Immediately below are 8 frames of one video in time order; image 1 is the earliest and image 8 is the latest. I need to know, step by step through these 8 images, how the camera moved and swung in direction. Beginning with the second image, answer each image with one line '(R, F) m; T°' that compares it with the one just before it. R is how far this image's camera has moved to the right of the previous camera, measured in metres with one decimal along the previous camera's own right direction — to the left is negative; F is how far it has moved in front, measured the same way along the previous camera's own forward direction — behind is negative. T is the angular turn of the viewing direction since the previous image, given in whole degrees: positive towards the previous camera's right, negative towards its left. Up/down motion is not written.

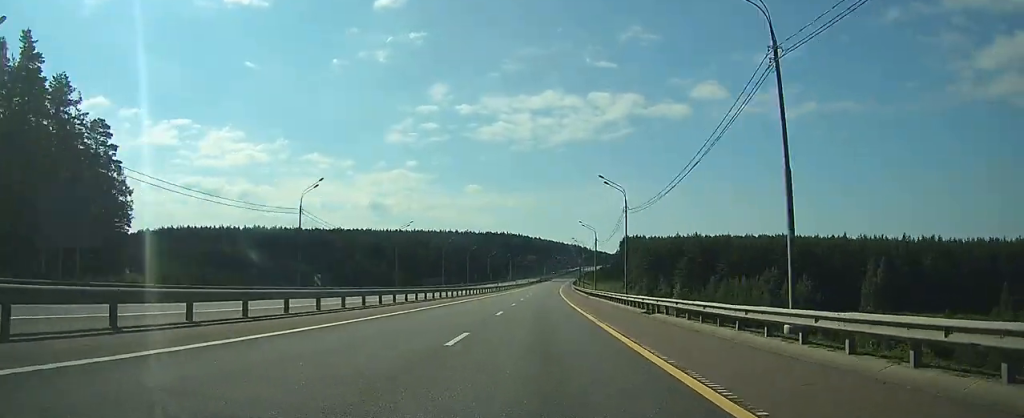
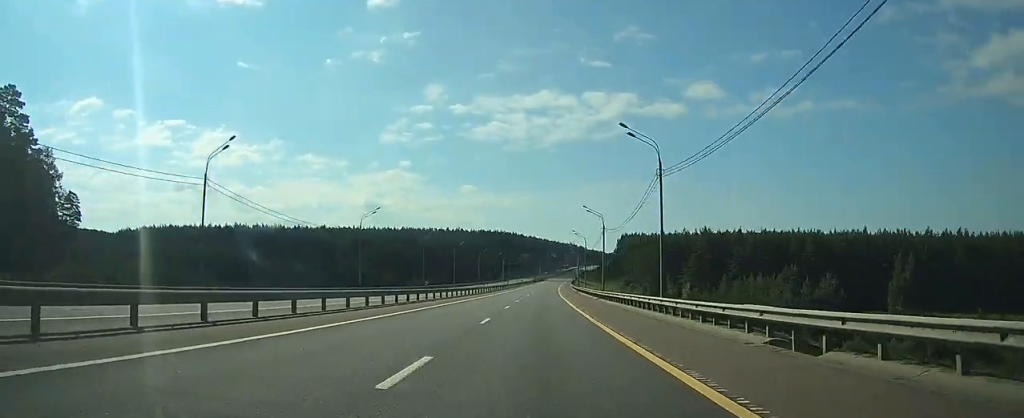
(+0.2, +17.2) m; +1°
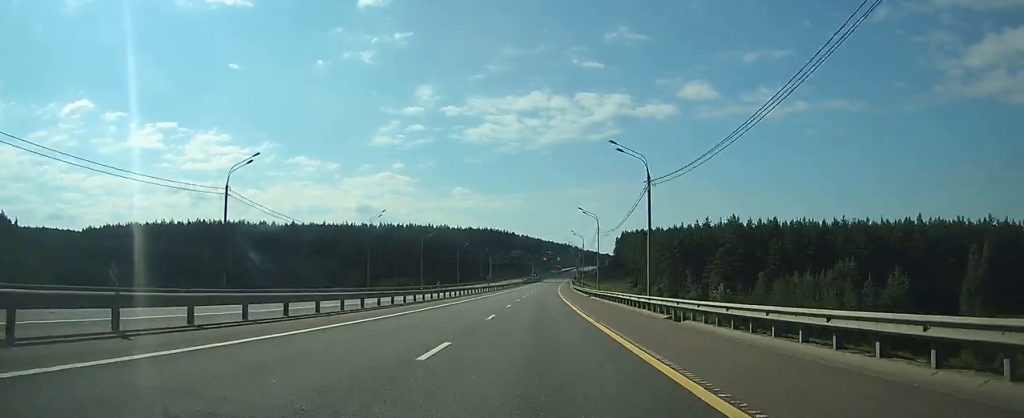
(+0.3, +33.5) m; +1°
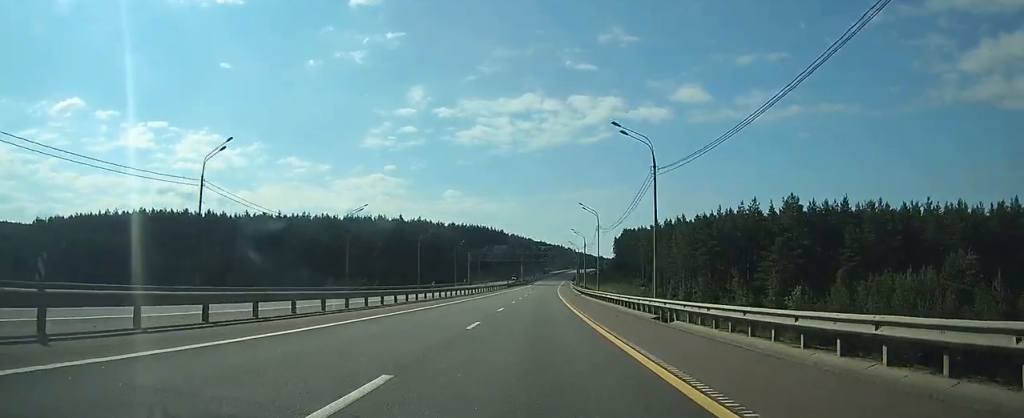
(0.0, +40.6) m; 0°
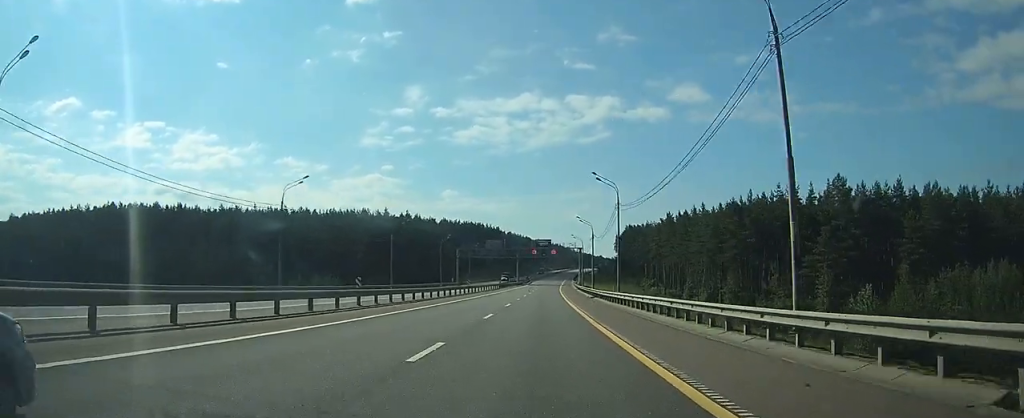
(0.0, +19.3) m; 0°
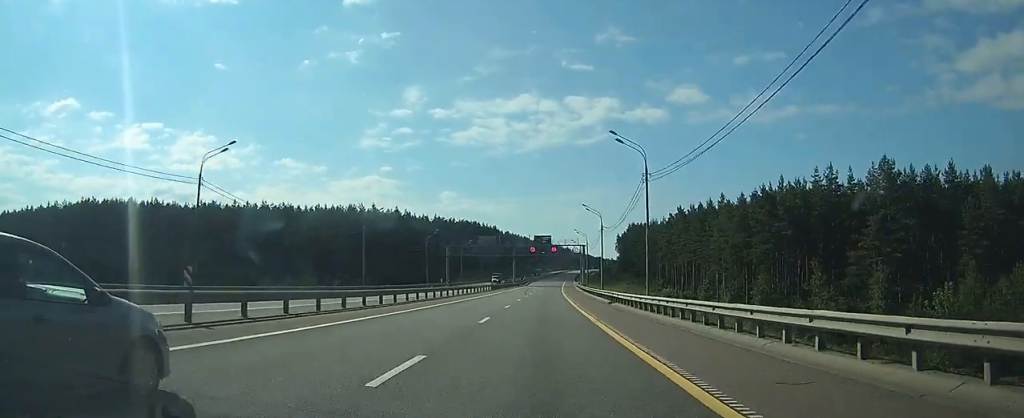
(-0.1, +14.3) m; 0°
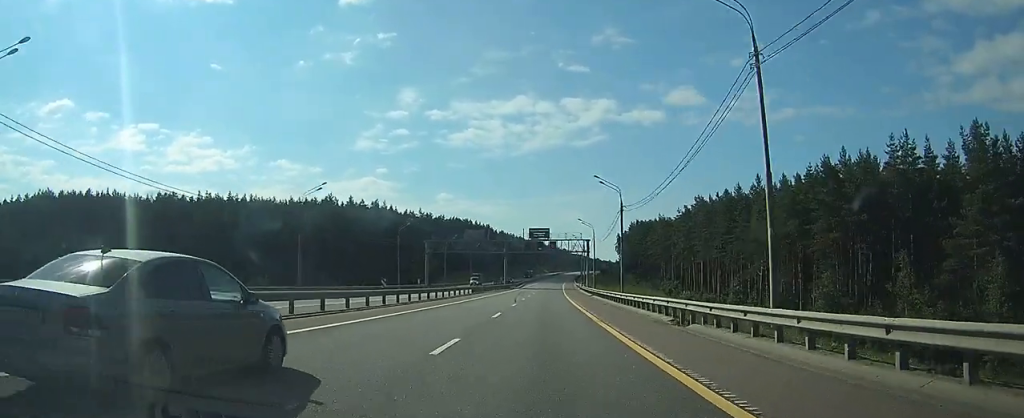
(+0.2, +20.4) m; +1°
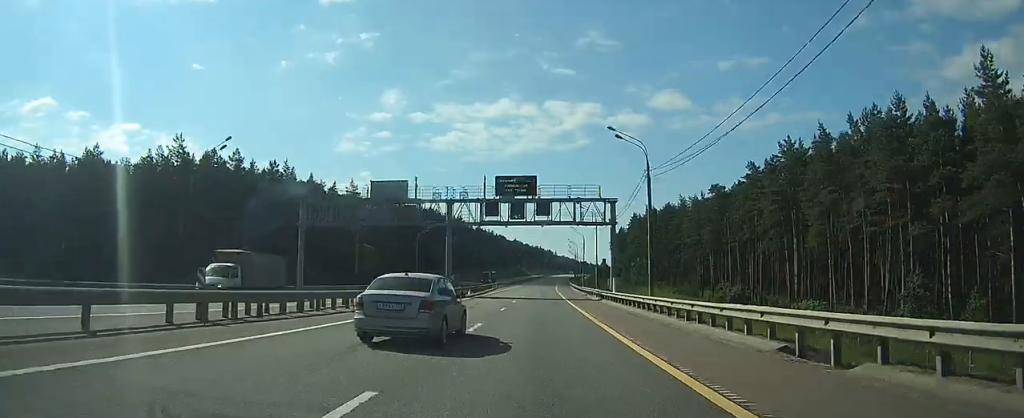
(+0.7, +54.2) m; +2°
